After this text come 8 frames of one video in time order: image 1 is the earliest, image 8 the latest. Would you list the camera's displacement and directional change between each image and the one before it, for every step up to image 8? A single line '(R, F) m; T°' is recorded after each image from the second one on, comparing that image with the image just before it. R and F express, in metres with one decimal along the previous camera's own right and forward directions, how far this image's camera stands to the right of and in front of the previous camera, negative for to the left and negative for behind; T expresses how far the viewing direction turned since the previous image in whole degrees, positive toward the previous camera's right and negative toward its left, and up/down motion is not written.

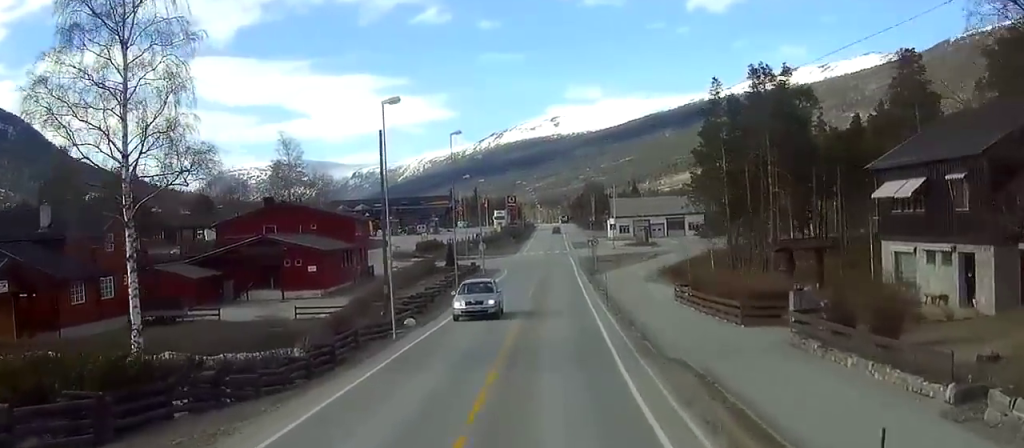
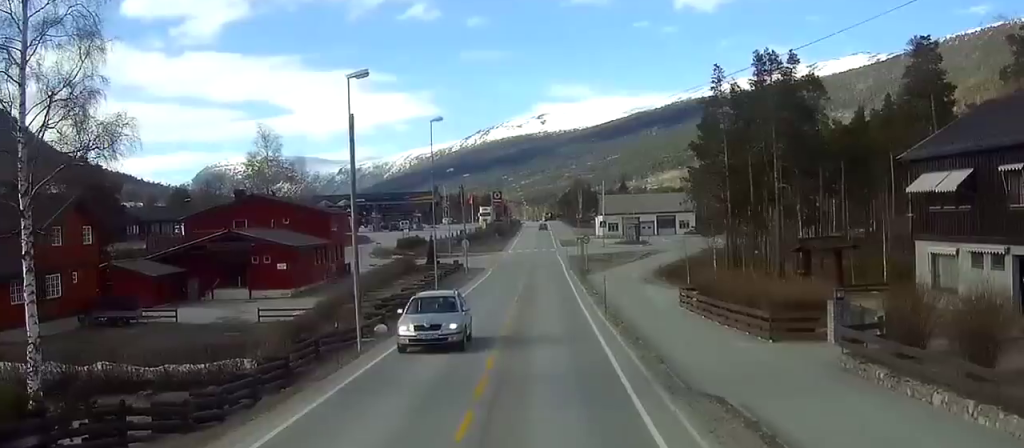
(+0.1, +5.5) m; +1°
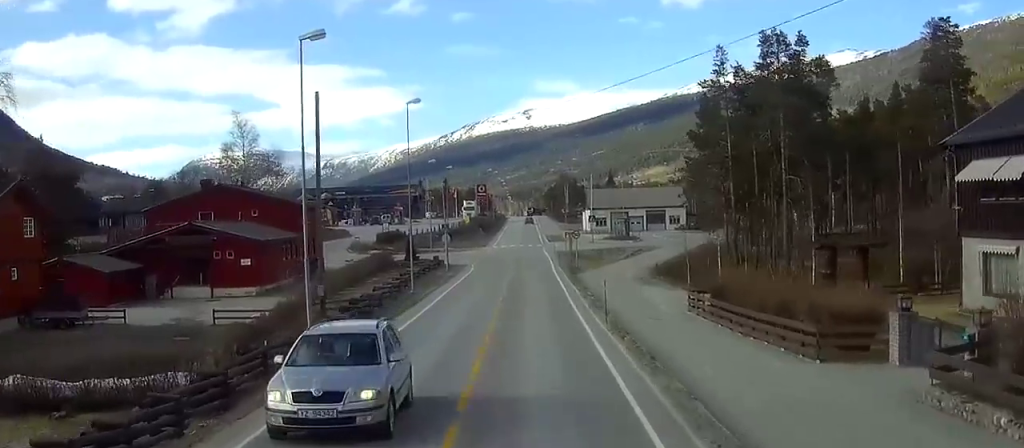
(+0.1, +5.7) m; +1°
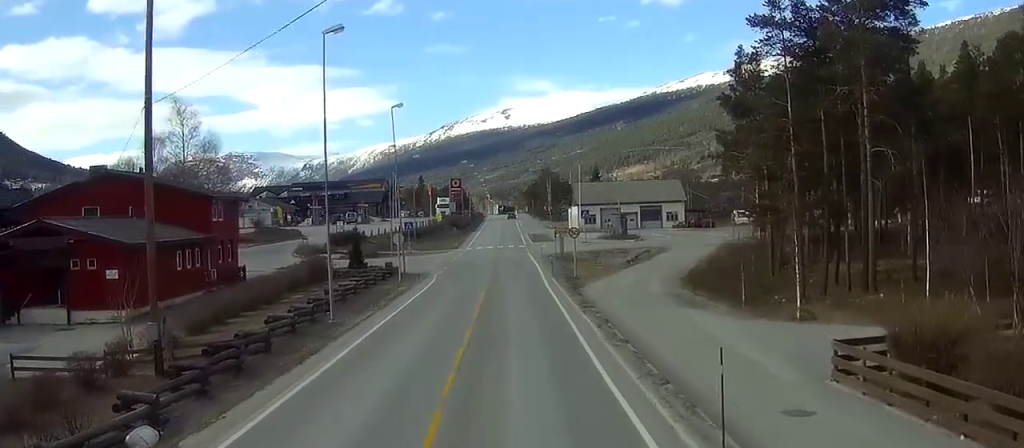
(+0.6, +19.4) m; +2°
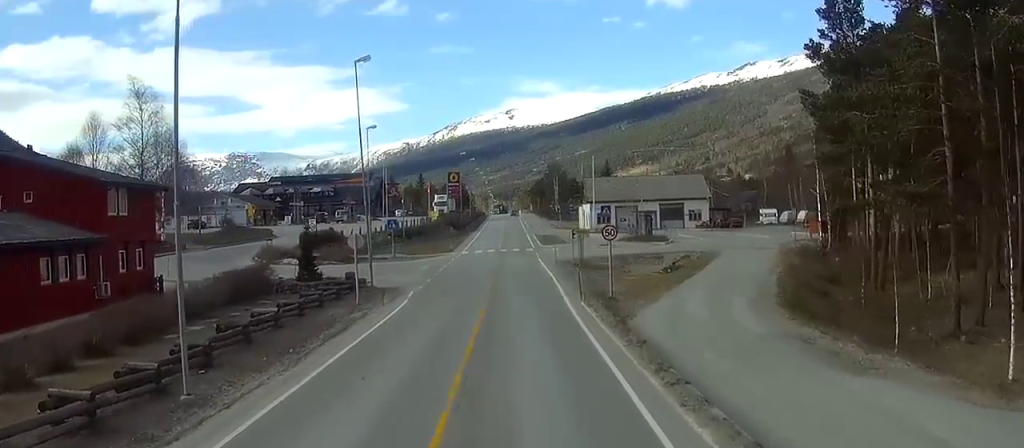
(0.0, +17.1) m; 0°
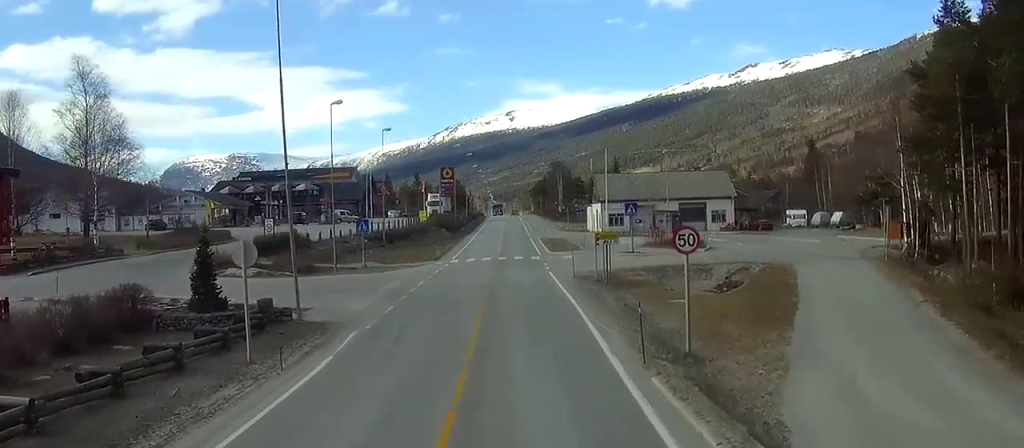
(+0.2, +16.5) m; +1°
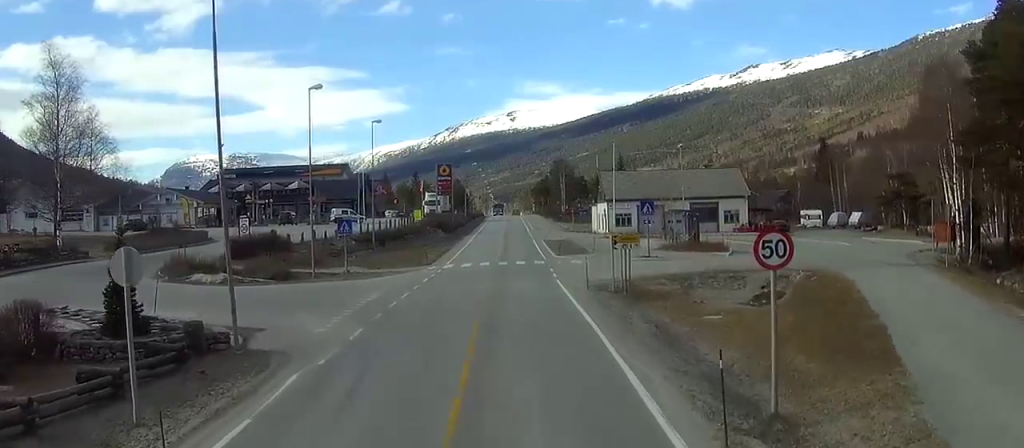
(0.0, +7.5) m; 0°
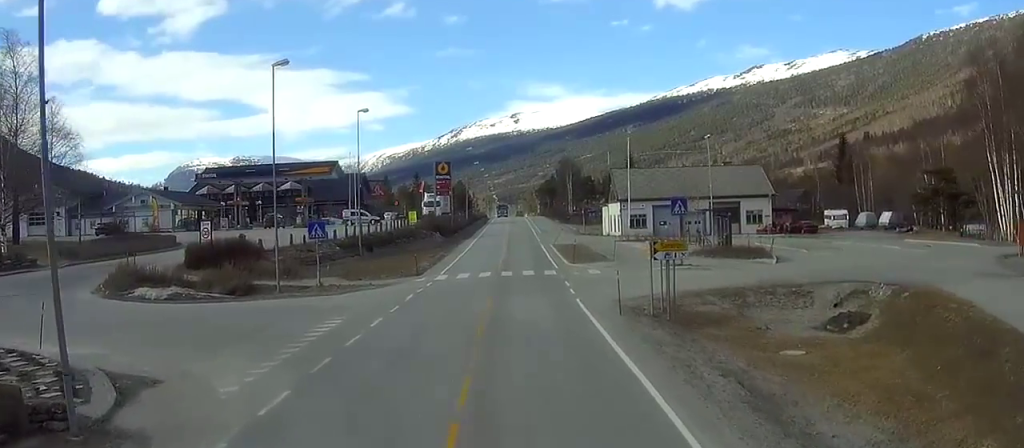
(0.0, +10.0) m; -1°
